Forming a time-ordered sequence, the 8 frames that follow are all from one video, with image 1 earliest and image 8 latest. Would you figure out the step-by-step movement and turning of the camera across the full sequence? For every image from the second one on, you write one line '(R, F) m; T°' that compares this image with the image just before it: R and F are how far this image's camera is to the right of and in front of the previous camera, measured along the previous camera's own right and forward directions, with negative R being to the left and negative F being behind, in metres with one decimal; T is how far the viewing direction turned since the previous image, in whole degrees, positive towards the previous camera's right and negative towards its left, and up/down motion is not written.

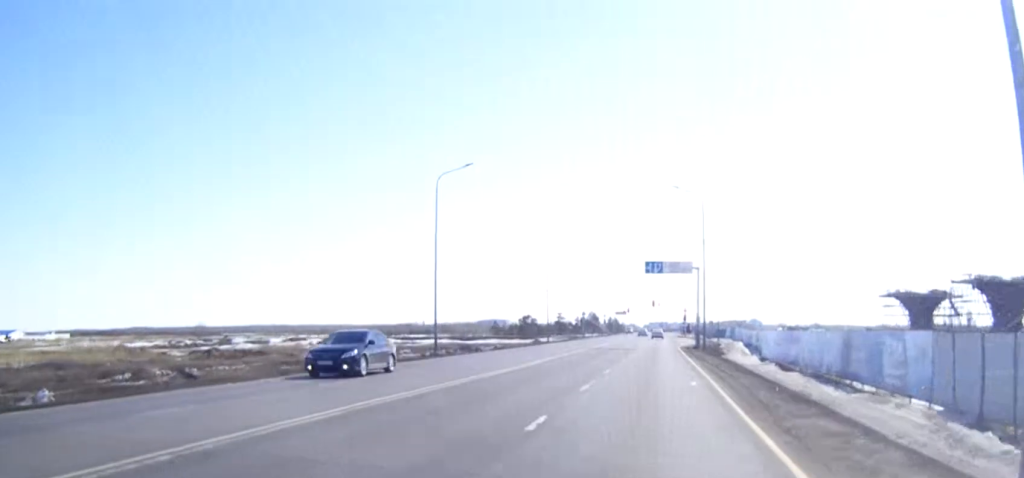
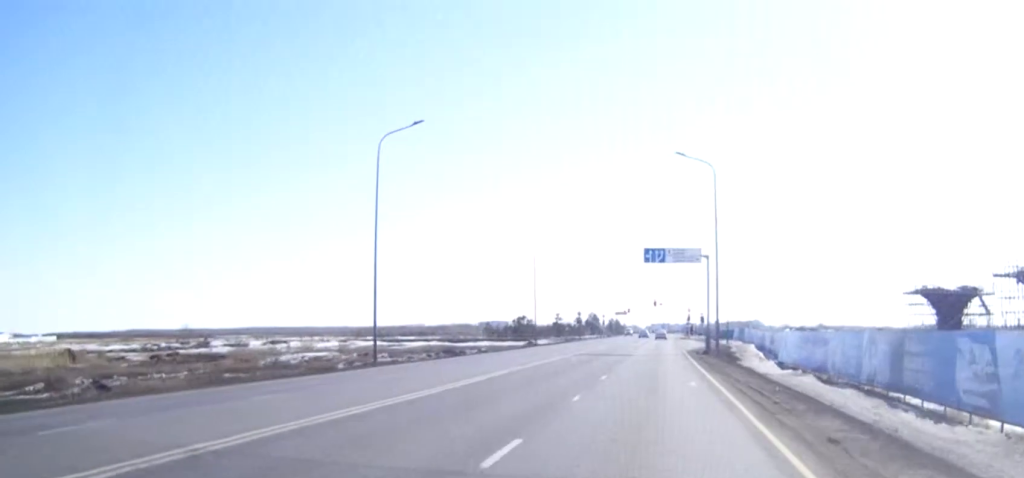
(0.0, +10.8) m; 0°
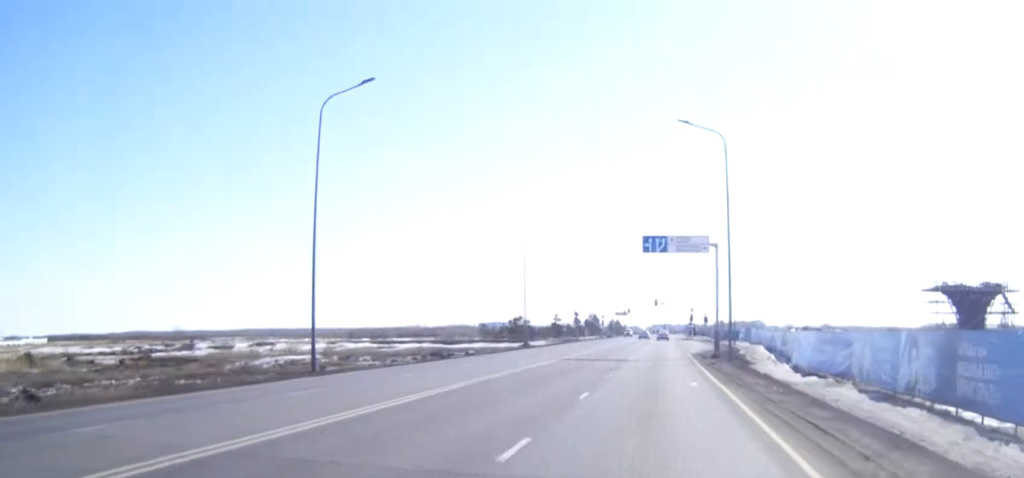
(0.0, +7.3) m; 0°
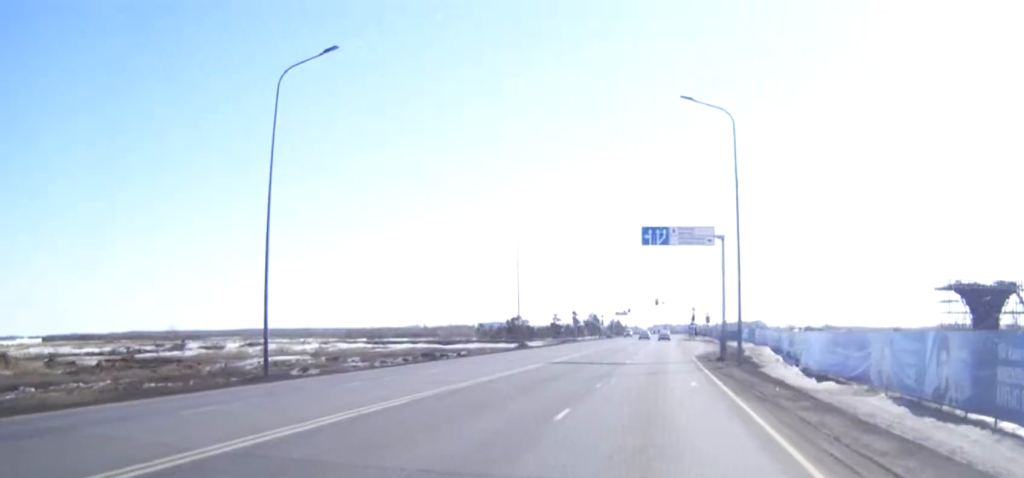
(0.0, +4.1) m; 0°
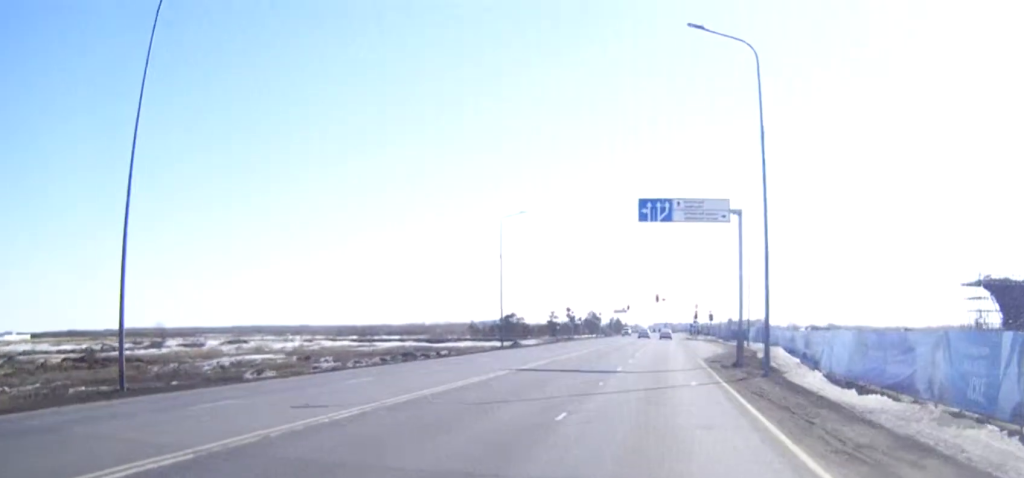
(0.0, +8.5) m; 0°
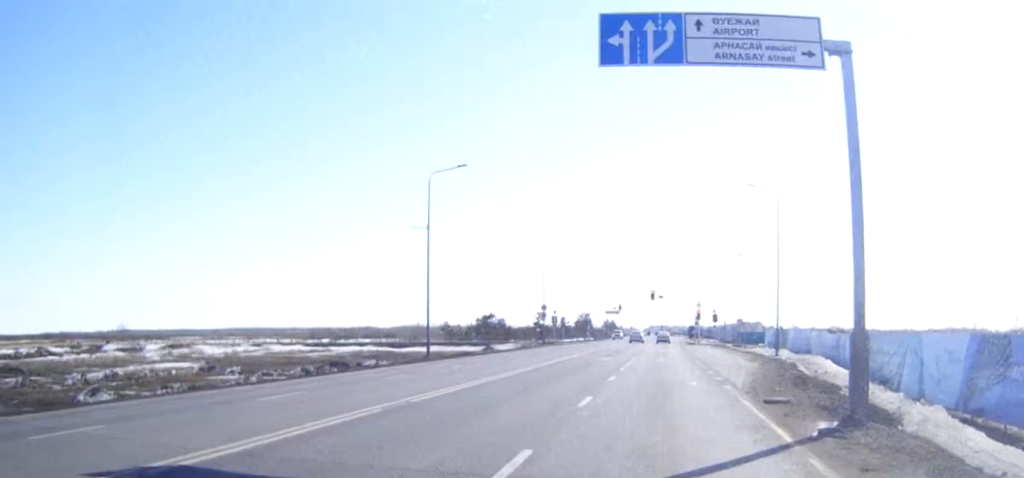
(0.0, +20.2) m; 0°
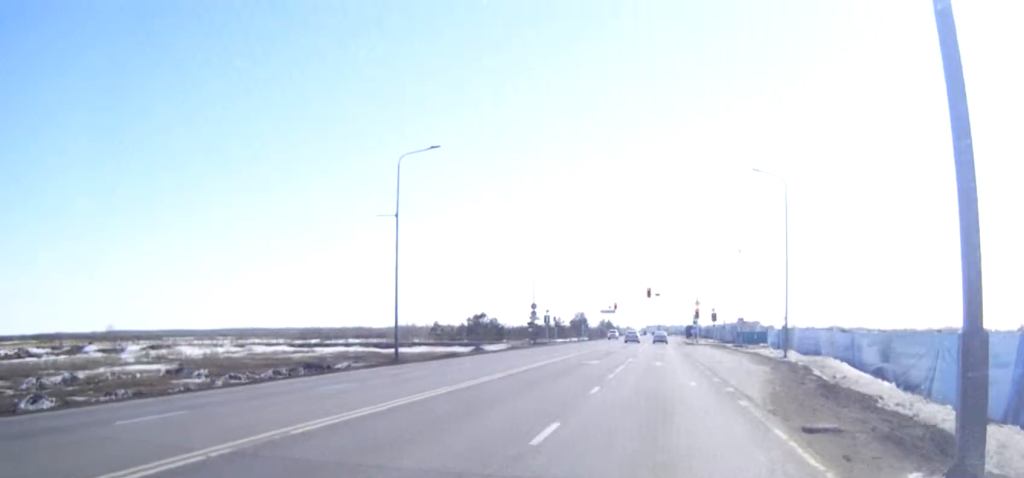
(0.0, +5.1) m; 0°
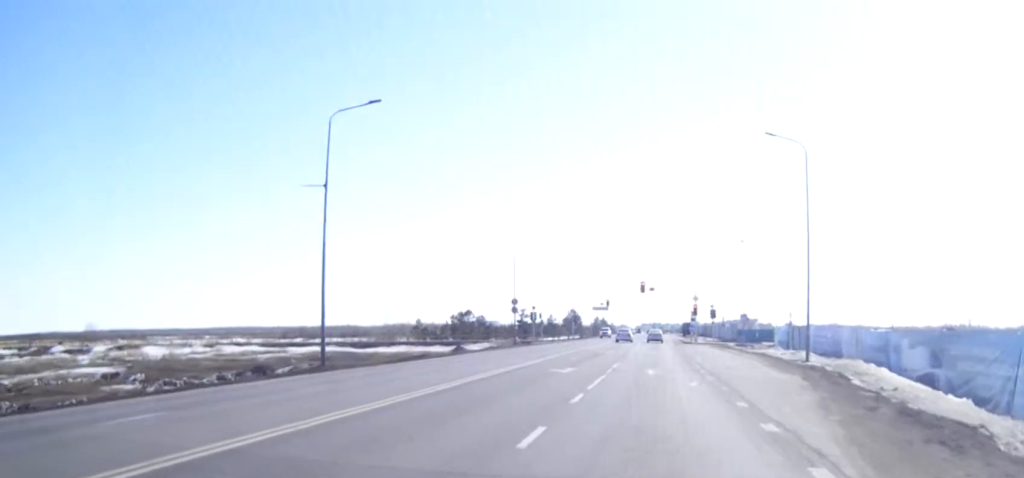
(0.0, +8.7) m; 0°
